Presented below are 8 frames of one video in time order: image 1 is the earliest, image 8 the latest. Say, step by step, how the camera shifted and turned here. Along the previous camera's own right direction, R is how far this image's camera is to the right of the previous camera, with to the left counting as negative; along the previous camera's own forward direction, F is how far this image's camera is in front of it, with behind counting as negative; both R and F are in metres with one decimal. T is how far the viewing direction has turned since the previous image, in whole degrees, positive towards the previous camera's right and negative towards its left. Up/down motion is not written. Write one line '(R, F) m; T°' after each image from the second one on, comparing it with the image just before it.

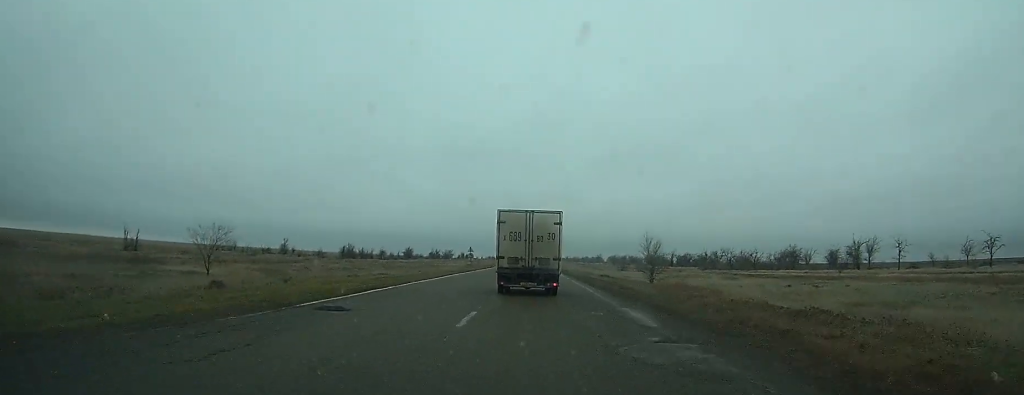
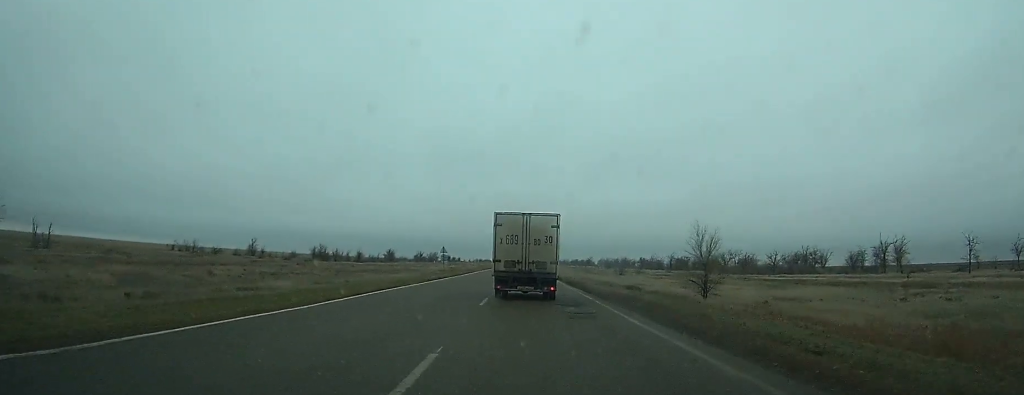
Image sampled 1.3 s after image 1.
(0.0, +18.3) m; 0°
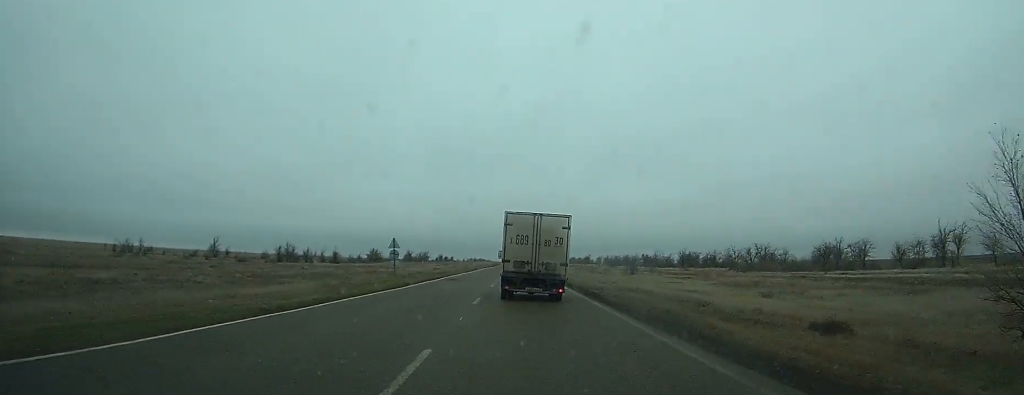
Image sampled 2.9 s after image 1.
(+0.2, +23.6) m; 0°
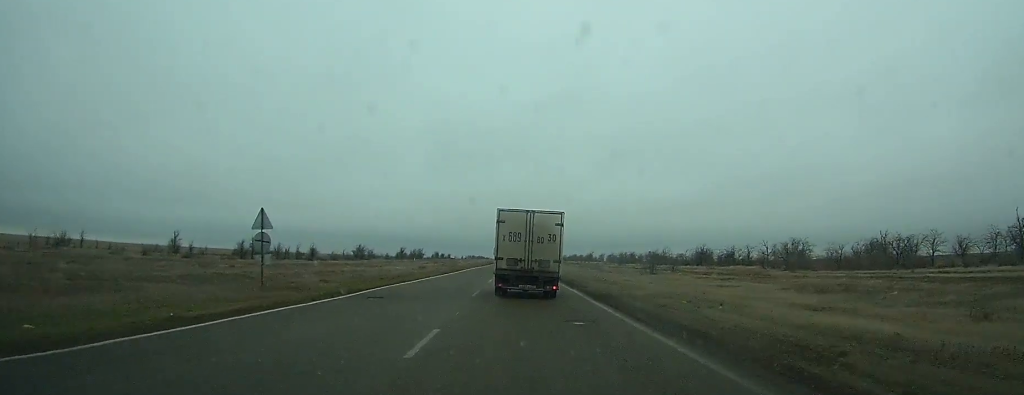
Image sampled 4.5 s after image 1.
(0.0, +21.2) m; 0°
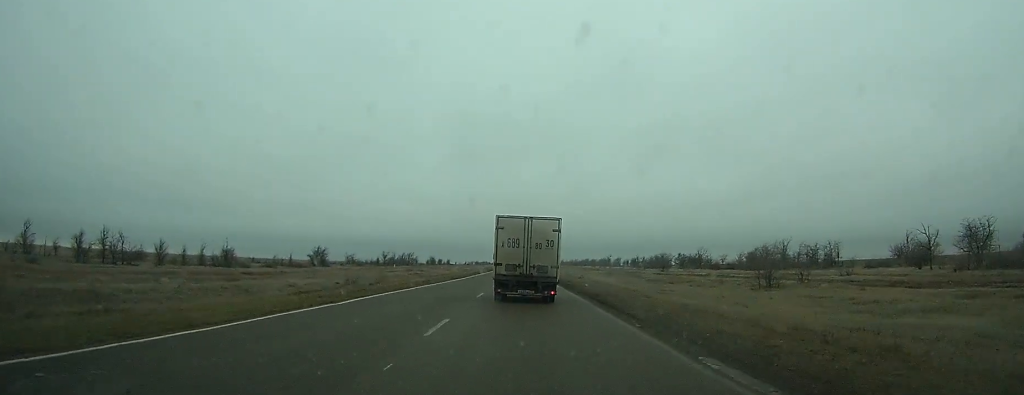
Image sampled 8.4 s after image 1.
(-0.3, +57.9) m; -1°
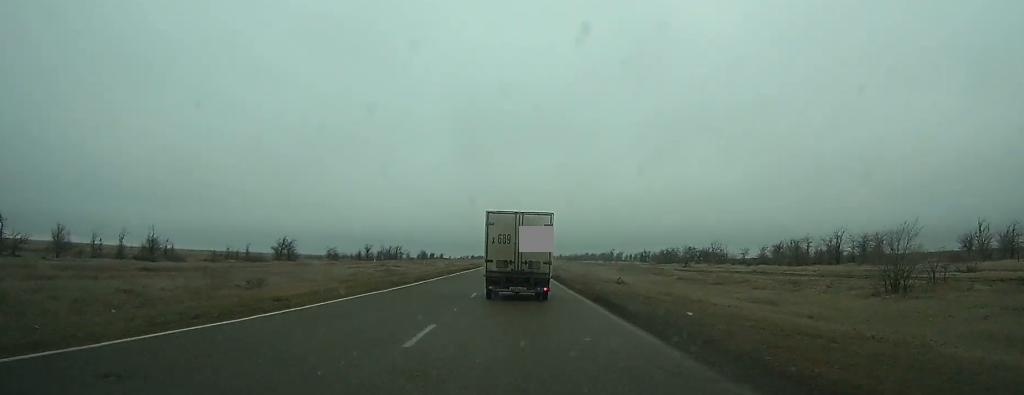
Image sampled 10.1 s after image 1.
(-0.2, +26.4) m; 0°
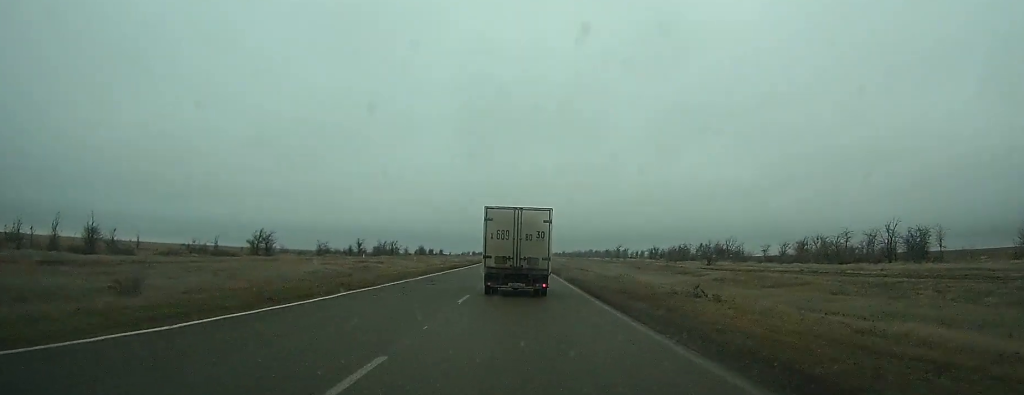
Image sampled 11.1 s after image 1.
(0.0, +16.8) m; 0°
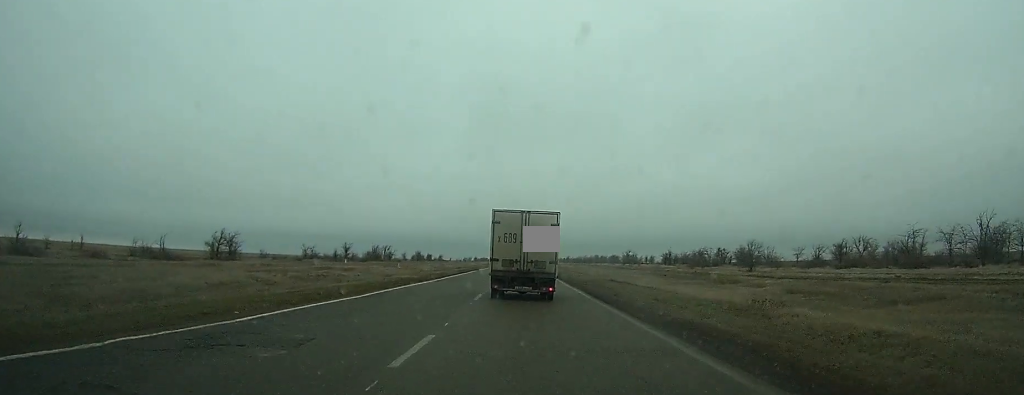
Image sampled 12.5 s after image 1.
(0.0, +21.7) m; 0°
